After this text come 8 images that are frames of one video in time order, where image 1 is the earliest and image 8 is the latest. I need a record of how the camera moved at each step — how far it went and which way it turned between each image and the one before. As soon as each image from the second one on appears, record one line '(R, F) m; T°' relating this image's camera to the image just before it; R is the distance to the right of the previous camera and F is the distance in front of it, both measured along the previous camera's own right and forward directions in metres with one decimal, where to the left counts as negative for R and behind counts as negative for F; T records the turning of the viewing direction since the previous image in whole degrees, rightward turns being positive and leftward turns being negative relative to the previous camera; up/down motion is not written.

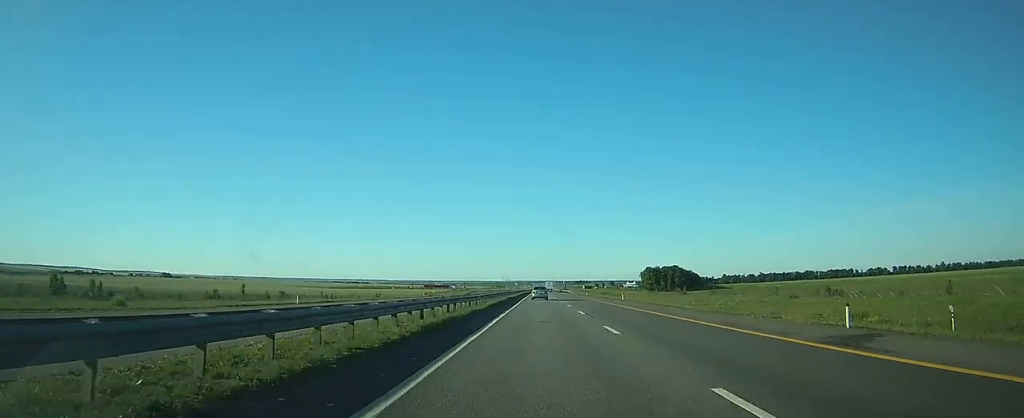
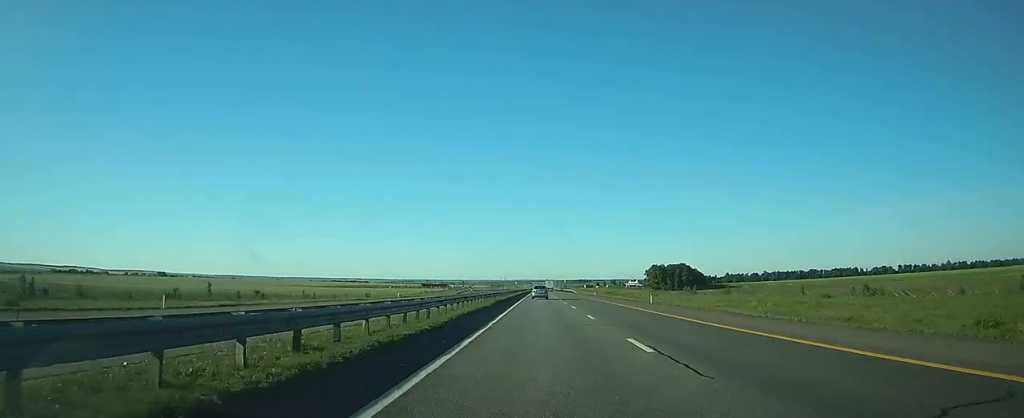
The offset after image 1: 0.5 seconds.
(0.0, +16.9) m; 0°
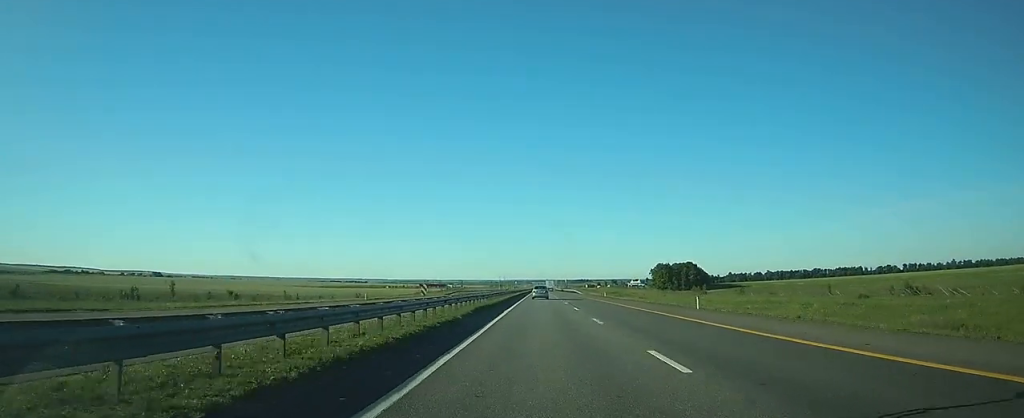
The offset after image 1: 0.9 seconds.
(0.0, +14.7) m; 0°
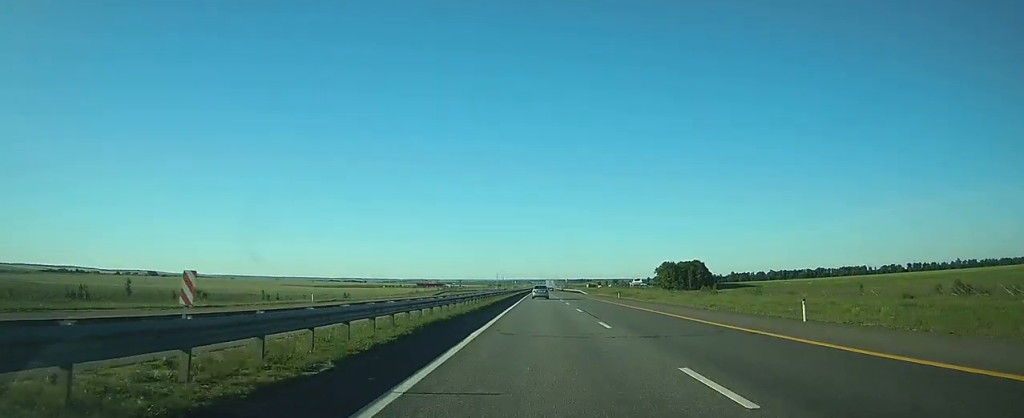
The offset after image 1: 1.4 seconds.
(0.0, +14.7) m; 0°
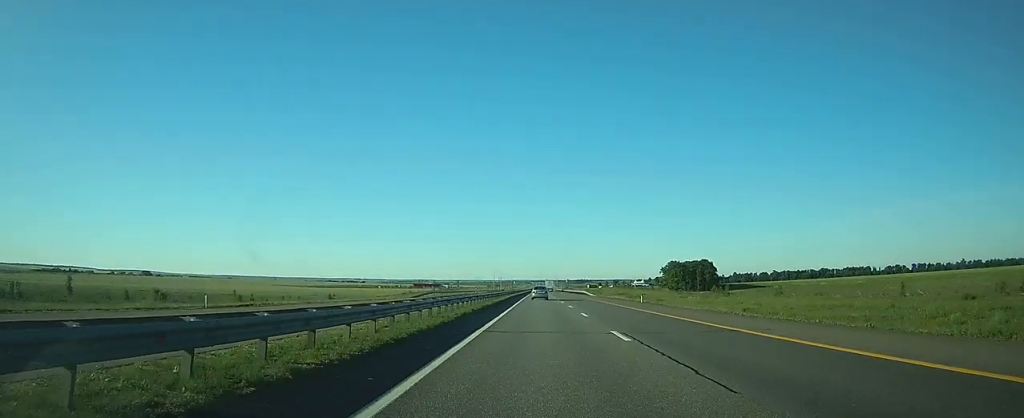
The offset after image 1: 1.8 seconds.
(0.0, +15.9) m; 0°
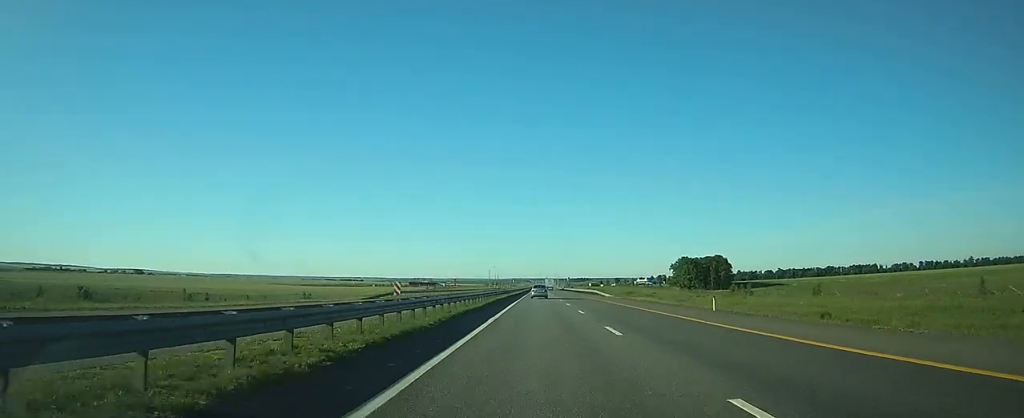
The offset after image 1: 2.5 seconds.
(0.0, +22.7) m; 0°
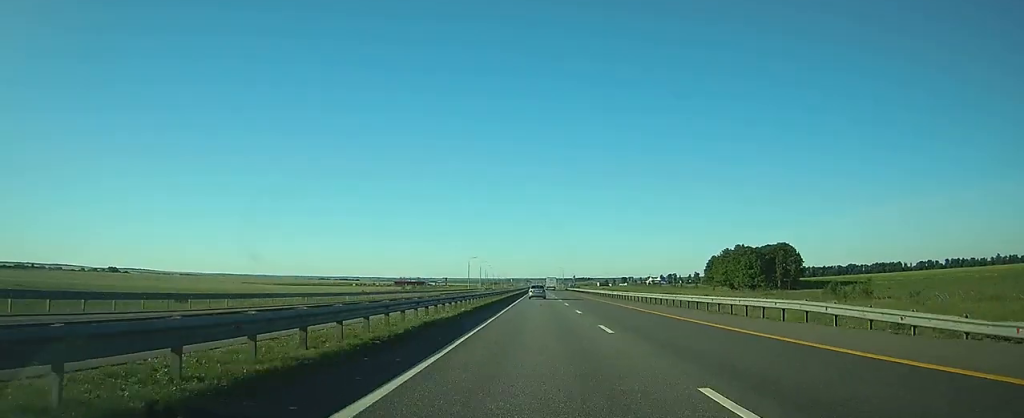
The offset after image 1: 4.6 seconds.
(-0.1, +70.8) m; 0°
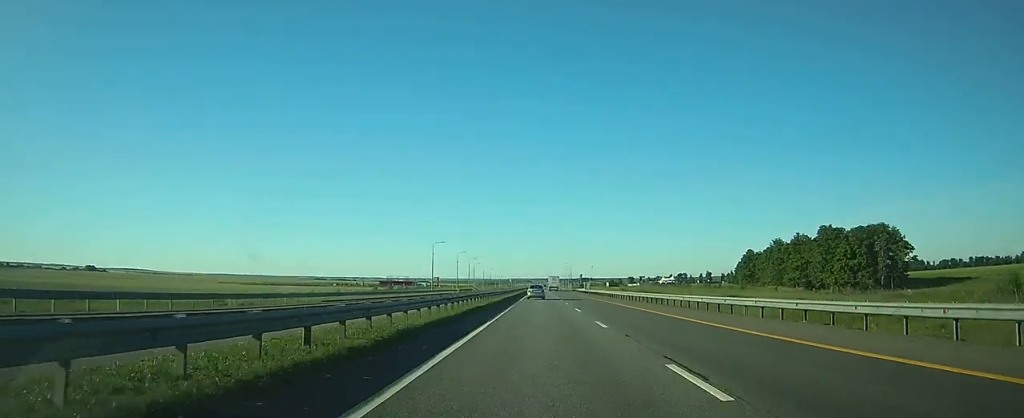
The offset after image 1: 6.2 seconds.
(0.0, +57.5) m; 0°
